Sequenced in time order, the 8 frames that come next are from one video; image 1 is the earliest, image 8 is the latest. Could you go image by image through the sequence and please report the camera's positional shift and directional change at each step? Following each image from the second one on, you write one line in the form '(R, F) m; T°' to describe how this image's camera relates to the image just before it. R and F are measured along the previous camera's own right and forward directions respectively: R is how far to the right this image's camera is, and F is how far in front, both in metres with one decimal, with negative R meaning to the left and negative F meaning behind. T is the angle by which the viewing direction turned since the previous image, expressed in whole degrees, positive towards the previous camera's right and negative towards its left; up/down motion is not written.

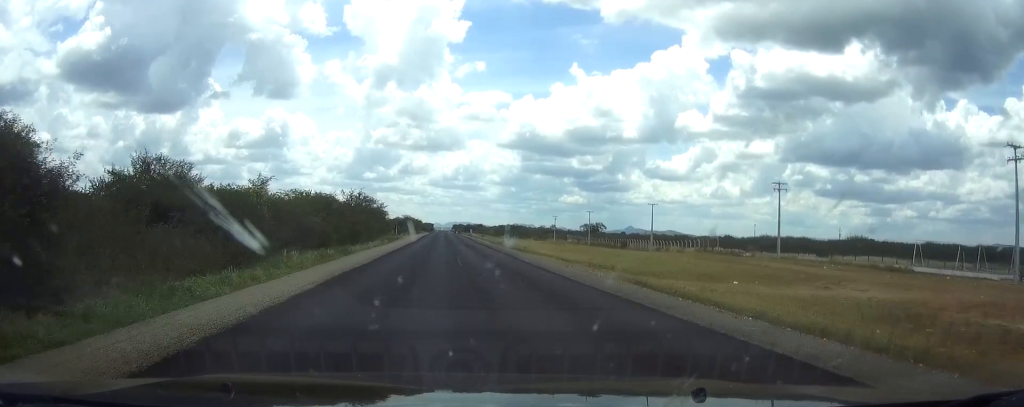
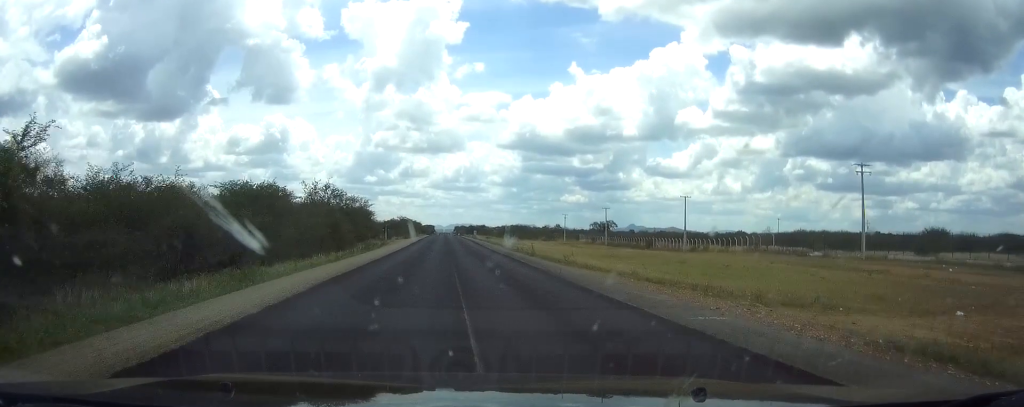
(+0.1, +18.7) m; 0°
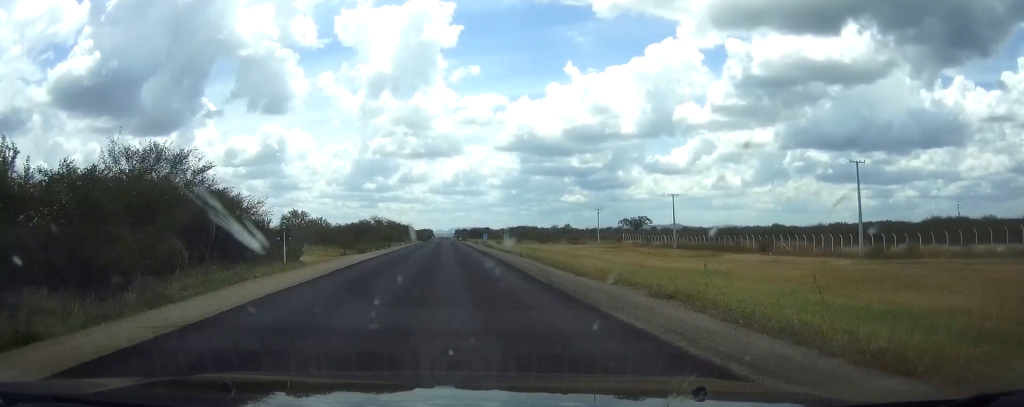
(+0.1, +54.0) m; 0°
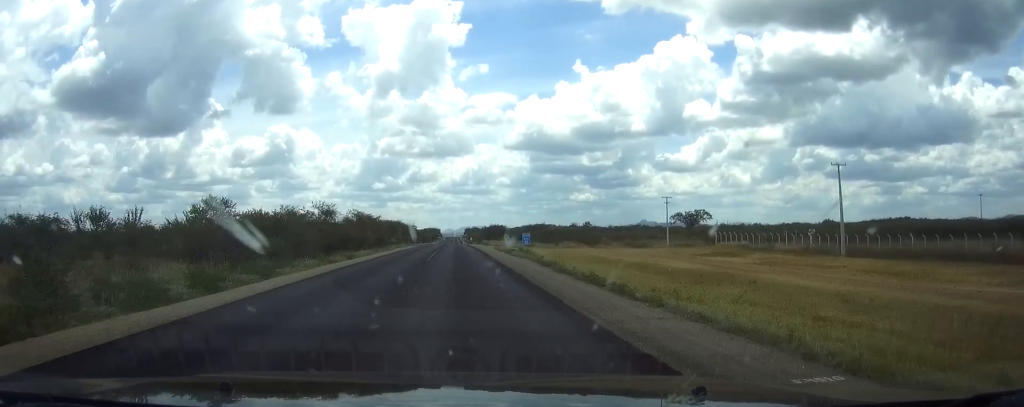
(-0.2, +53.7) m; -1°
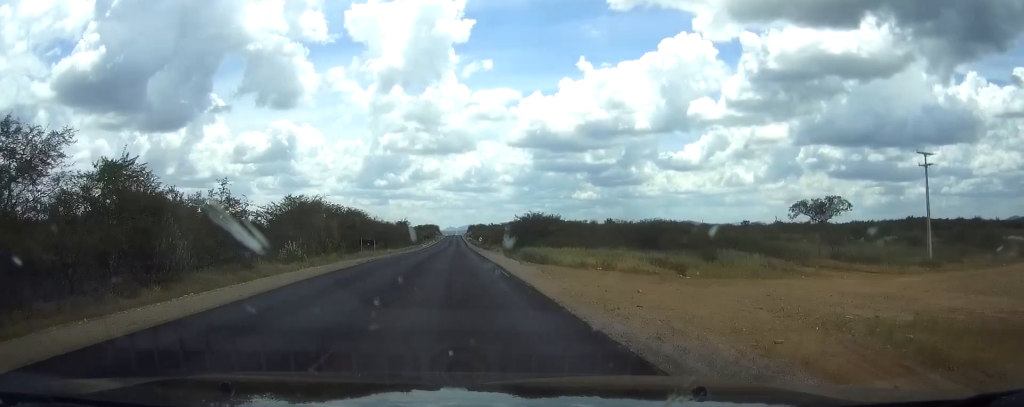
(-0.4, +75.7) m; 0°
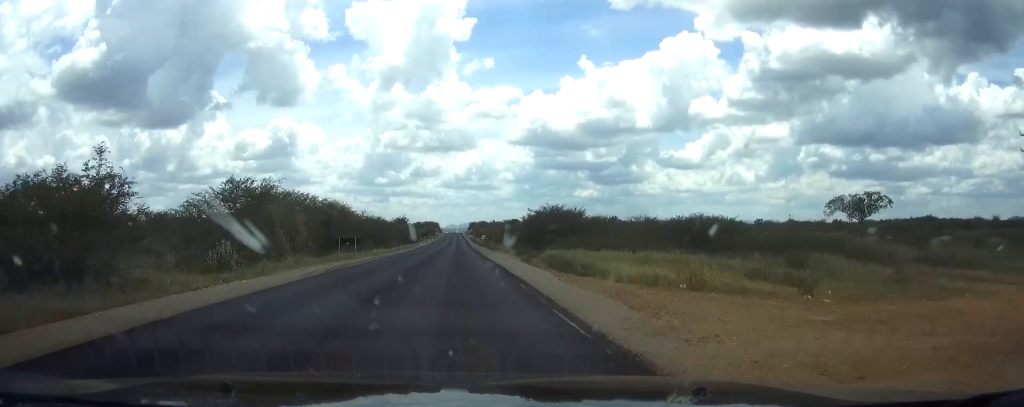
(+0.1, +14.0) m; 0°
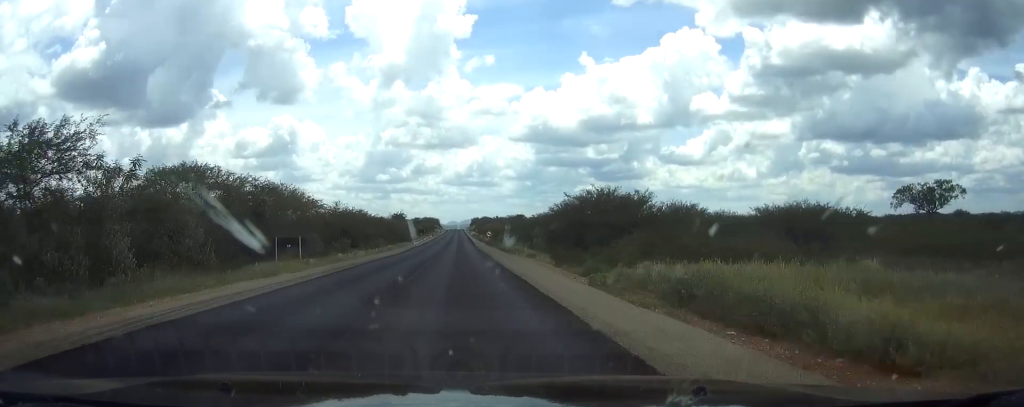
(0.0, +21.1) m; 0°
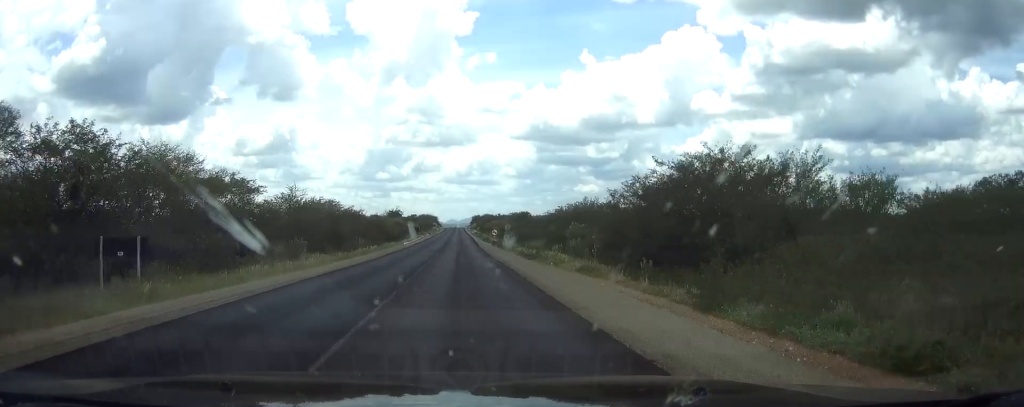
(-0.1, +19.7) m; 0°
